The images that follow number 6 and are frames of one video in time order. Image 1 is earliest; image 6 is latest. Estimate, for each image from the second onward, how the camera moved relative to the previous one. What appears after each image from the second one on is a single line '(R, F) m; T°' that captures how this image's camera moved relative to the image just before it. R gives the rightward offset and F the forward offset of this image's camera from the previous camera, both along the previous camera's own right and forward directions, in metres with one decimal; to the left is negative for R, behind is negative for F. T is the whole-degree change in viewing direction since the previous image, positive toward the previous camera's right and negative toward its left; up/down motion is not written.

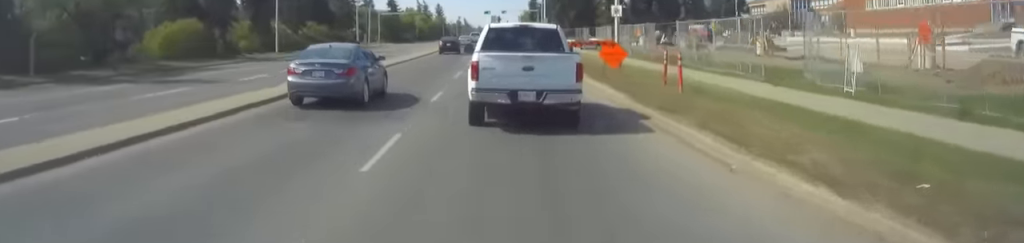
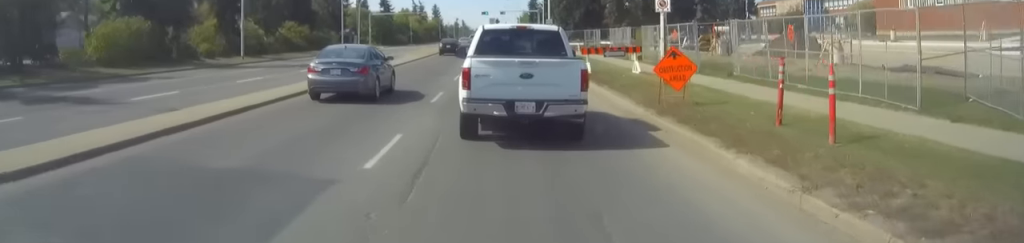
(0.0, +16.7) m; 0°
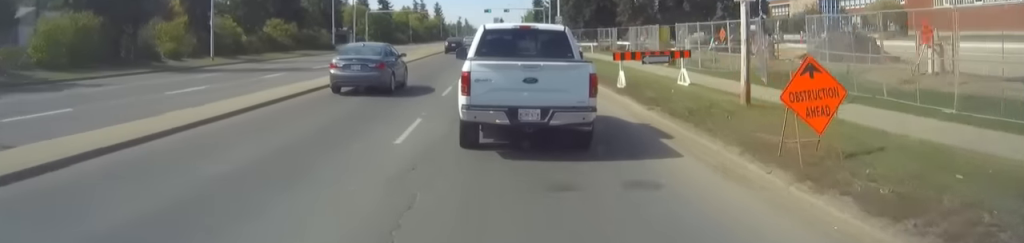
(0.0, +6.0) m; 0°
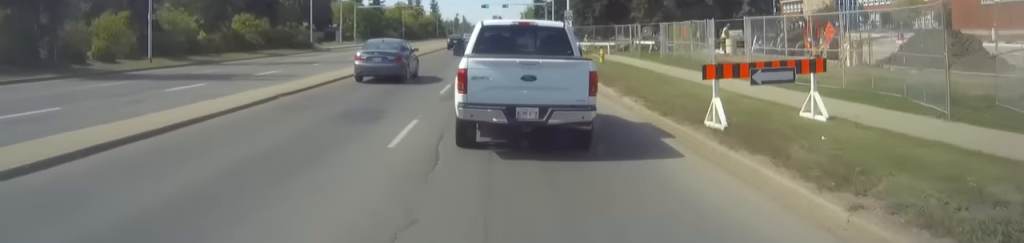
(-0.1, +8.8) m; +1°
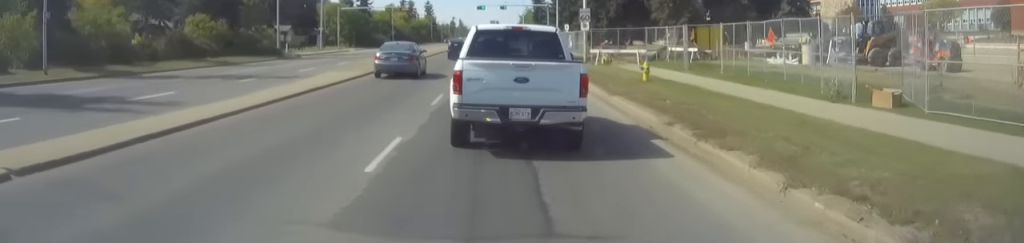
(+0.2, +10.3) m; +2°
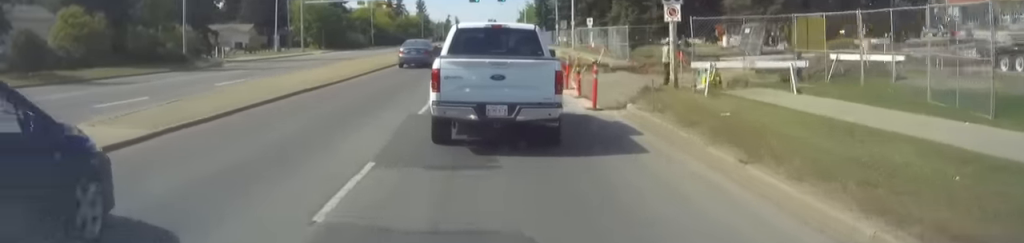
(+0.6, +19.1) m; +2°
